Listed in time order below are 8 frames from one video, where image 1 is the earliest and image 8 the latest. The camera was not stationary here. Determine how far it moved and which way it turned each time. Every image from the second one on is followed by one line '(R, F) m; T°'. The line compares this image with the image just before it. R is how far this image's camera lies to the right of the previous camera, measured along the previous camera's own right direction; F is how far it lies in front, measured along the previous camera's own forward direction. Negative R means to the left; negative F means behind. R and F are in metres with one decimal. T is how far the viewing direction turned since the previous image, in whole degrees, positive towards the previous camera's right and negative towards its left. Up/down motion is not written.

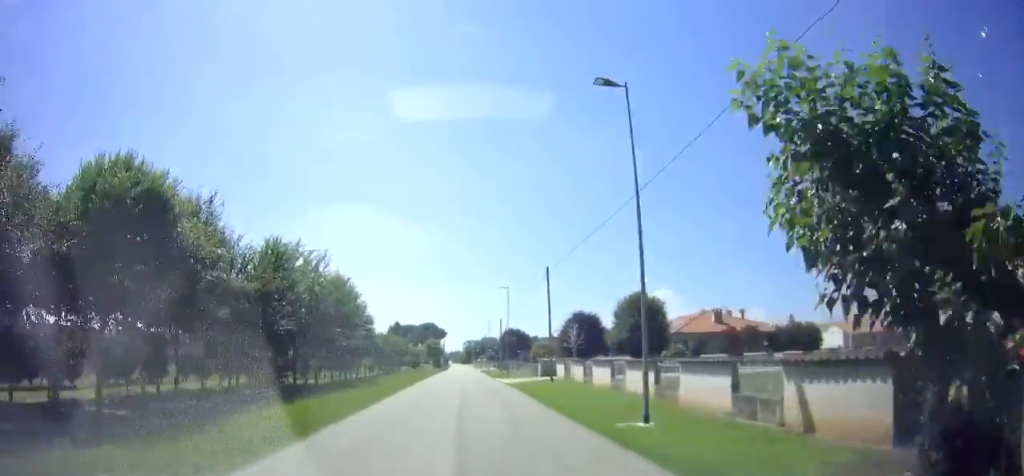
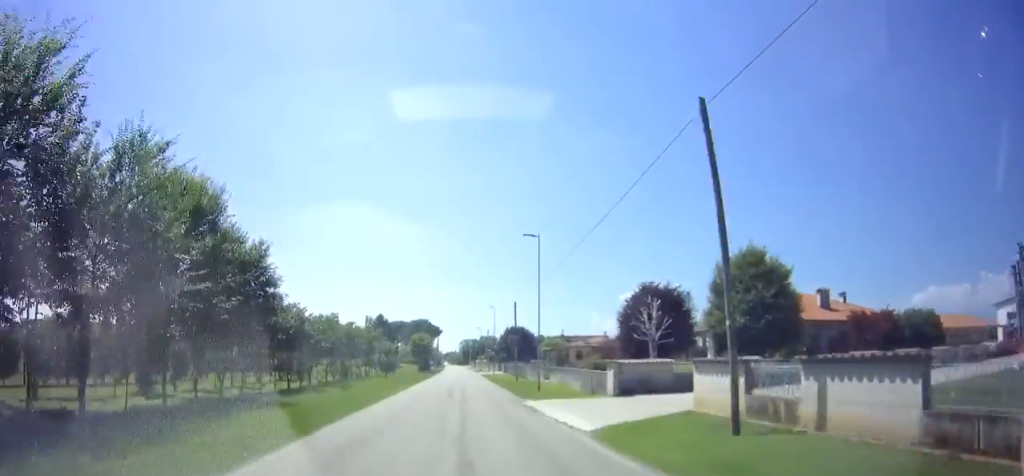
(-0.2, +20.9) m; -1°
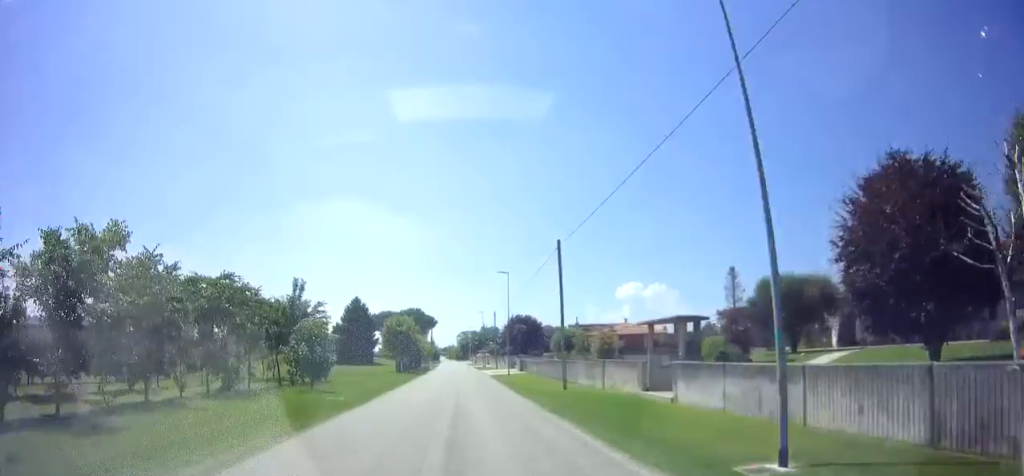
(0.0, +21.2) m; +1°
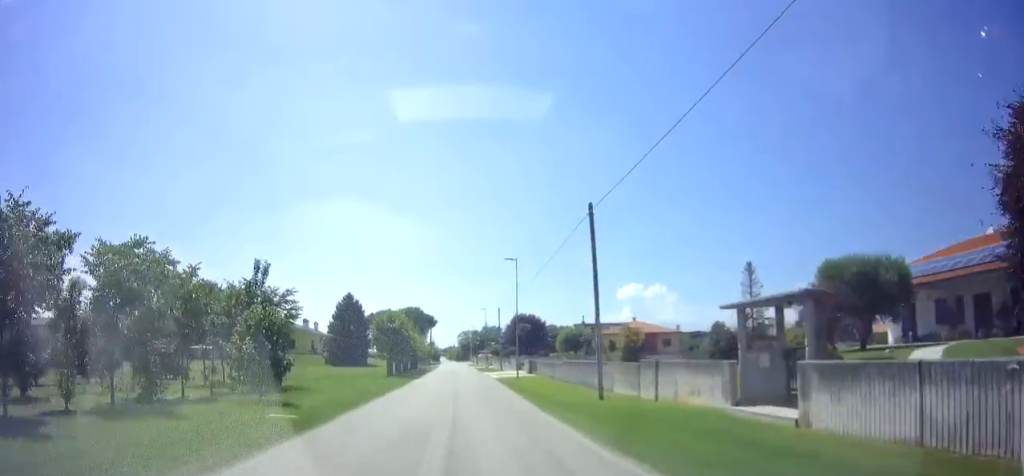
(0.0, +6.4) m; +1°
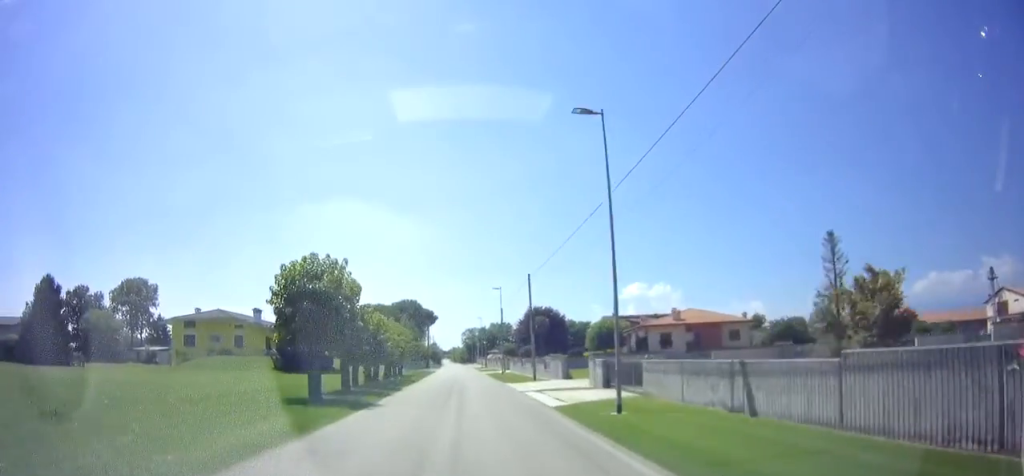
(-0.3, +21.9) m; -2°
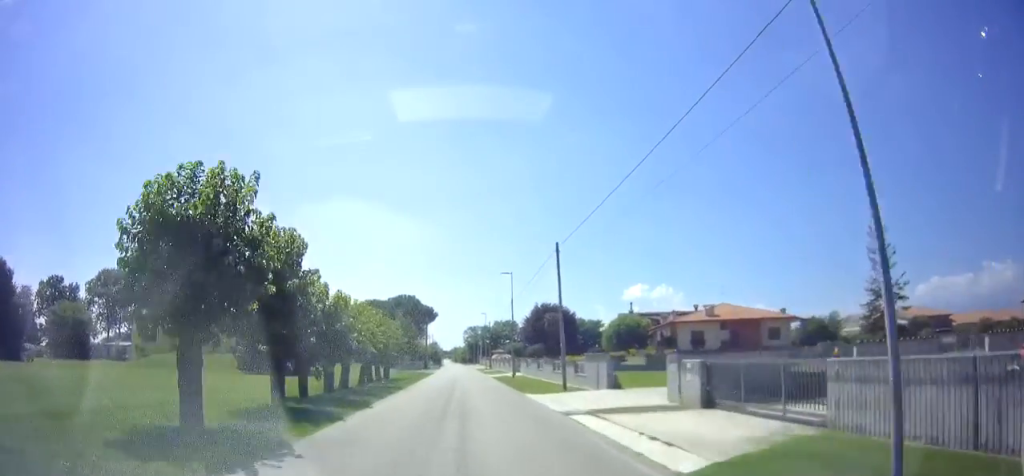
(-0.2, +9.1) m; -1°
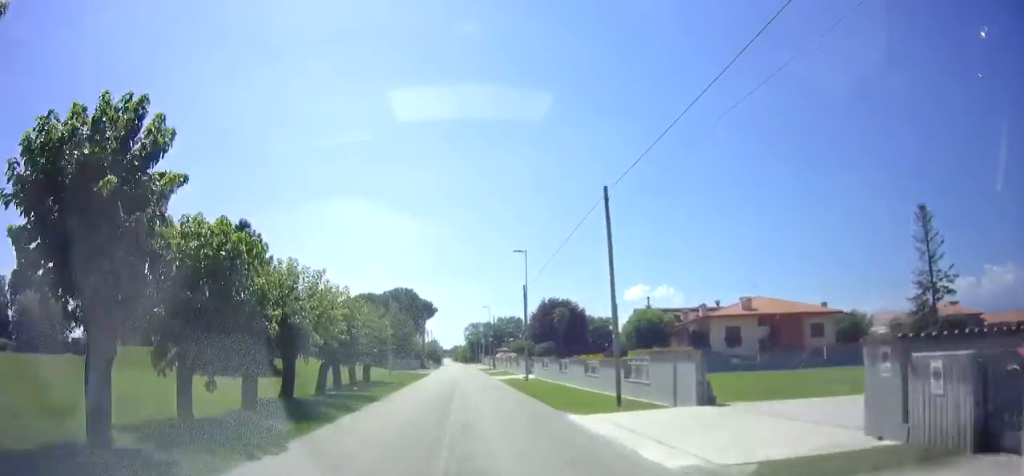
(0.0, +8.1) m; +1°
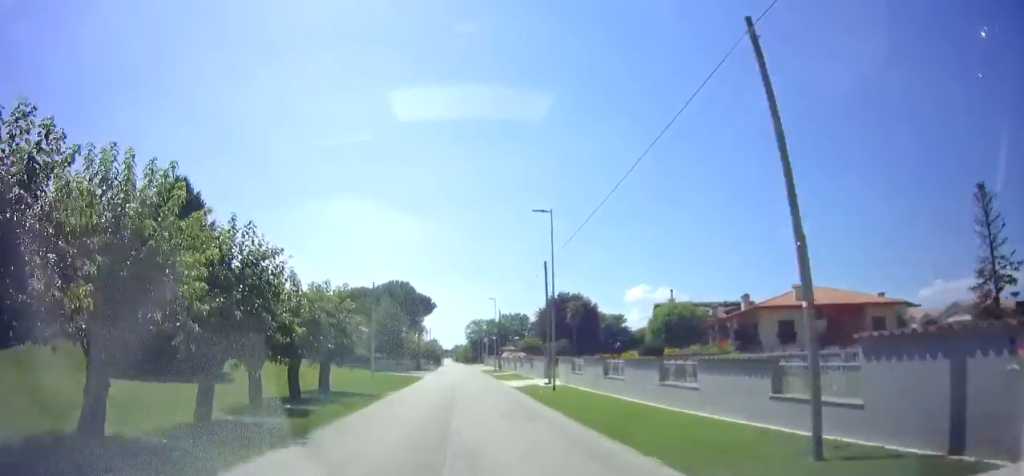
(-0.1, +9.2) m; +1°
